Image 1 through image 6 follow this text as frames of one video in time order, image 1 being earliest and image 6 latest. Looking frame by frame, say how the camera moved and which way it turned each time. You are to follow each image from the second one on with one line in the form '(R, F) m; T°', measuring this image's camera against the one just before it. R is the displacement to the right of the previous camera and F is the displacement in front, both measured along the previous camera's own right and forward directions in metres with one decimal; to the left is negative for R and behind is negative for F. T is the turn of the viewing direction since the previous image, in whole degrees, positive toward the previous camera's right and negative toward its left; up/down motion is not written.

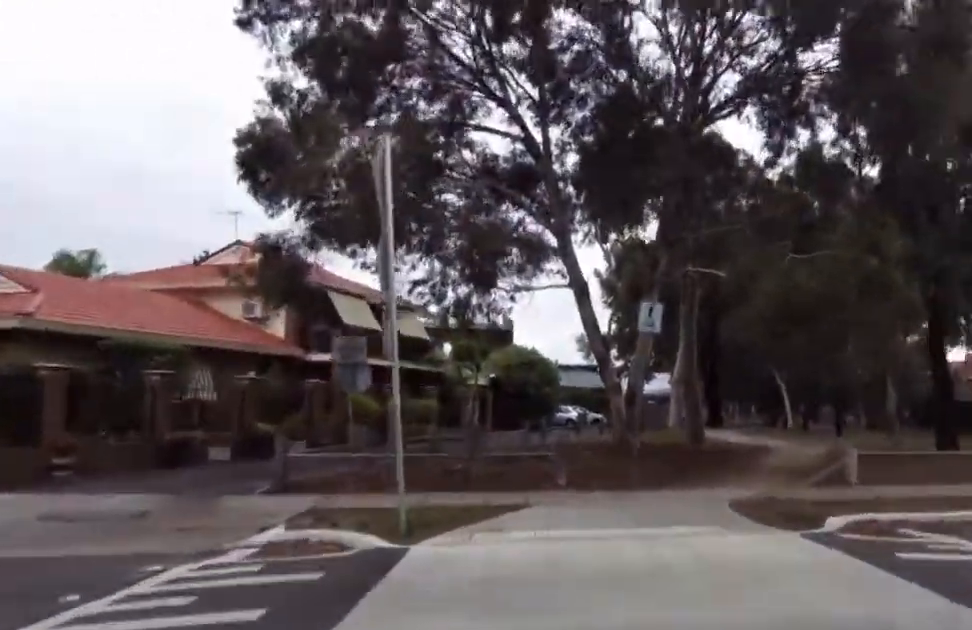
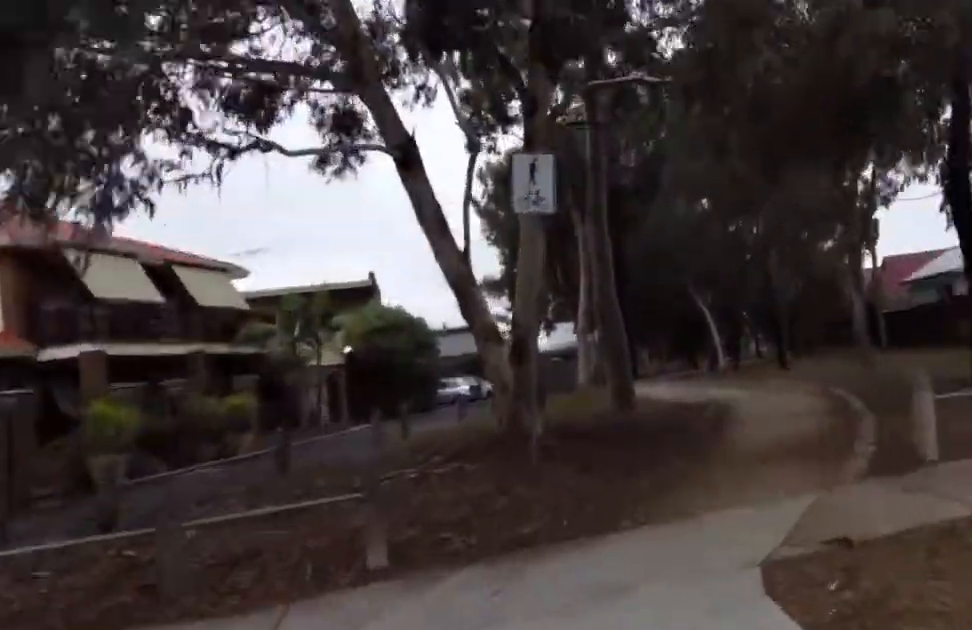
(+0.4, +6.6) m; +10°
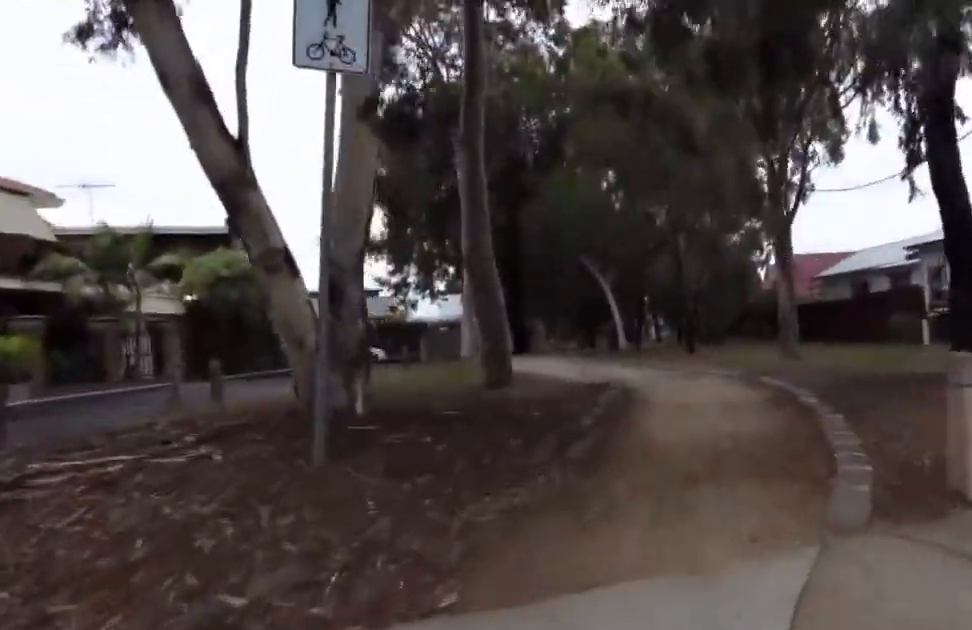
(+0.3, +3.1) m; -1°
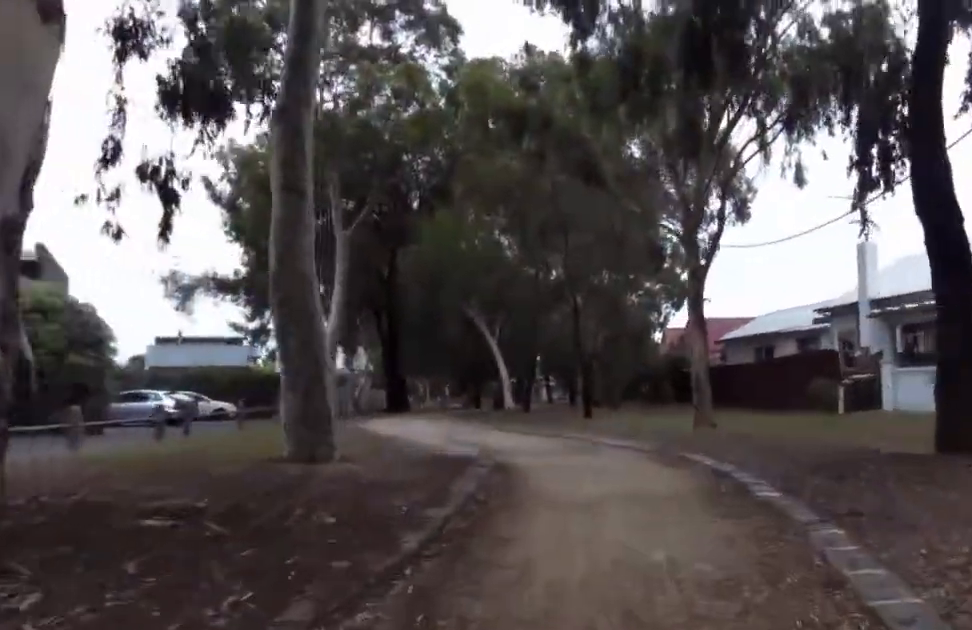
(+0.1, +2.6) m; -1°
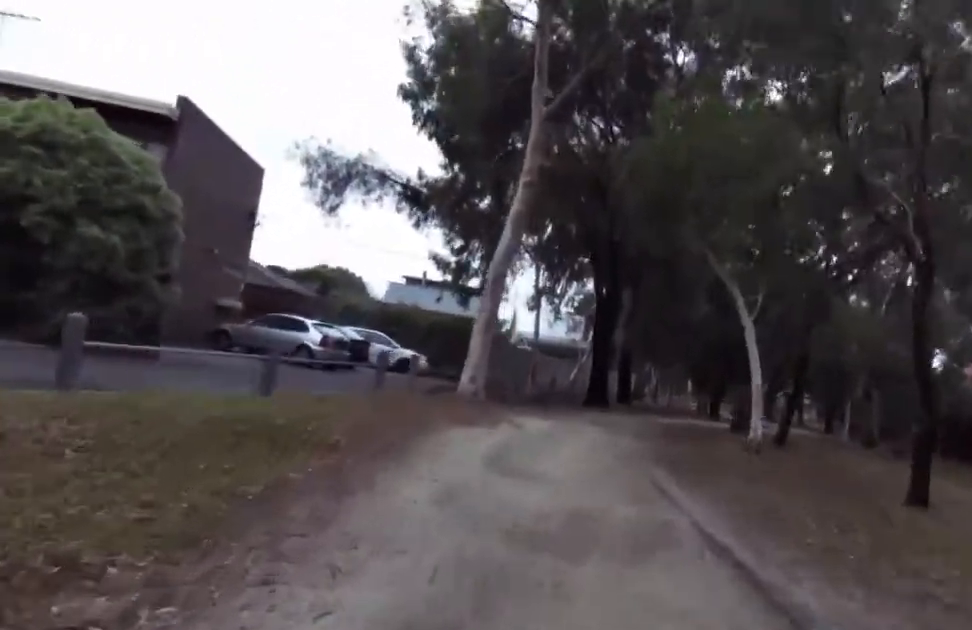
(-0.9, +11.0) m; -4°
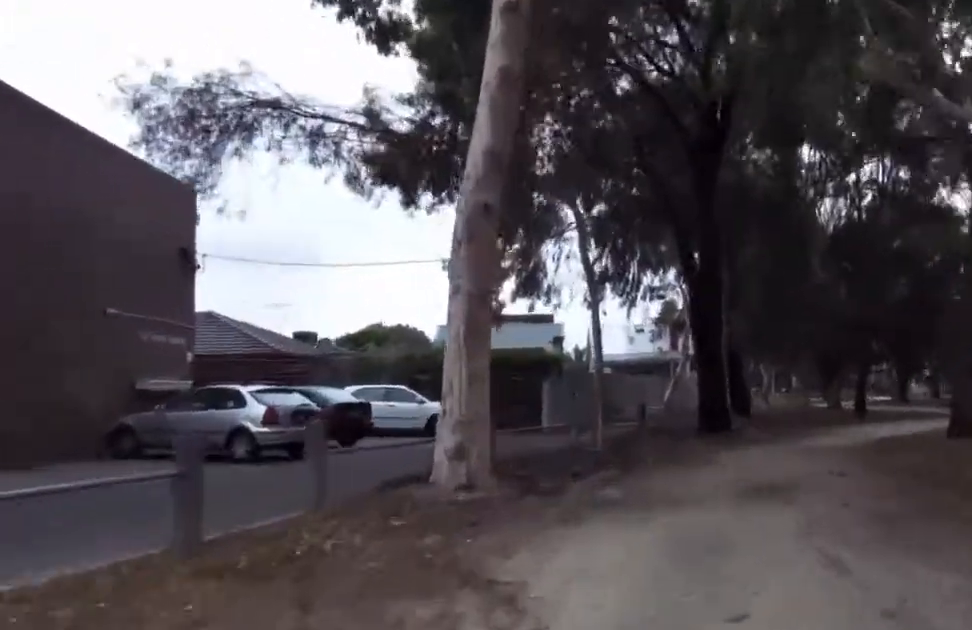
(+0.6, +8.6) m; +5°
